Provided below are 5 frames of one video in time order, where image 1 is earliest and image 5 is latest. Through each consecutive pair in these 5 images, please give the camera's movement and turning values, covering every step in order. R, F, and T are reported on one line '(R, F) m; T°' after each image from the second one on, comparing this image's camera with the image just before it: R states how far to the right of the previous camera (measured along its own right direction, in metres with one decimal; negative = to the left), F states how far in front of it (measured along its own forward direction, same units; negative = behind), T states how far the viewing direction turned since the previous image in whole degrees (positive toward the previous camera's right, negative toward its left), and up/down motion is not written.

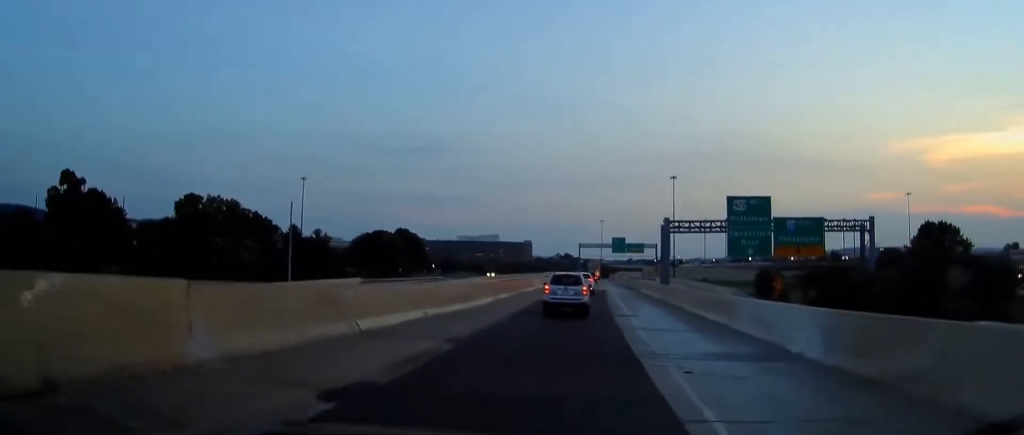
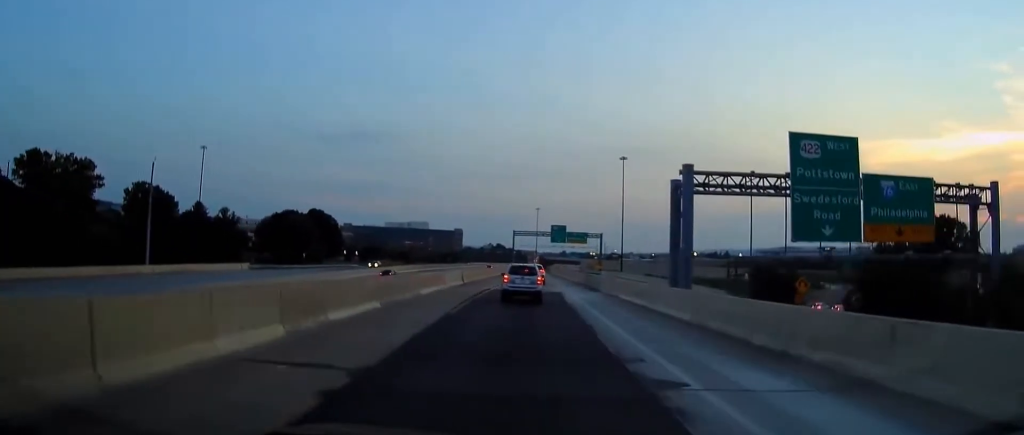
(+1.9, +22.3) m; +9°
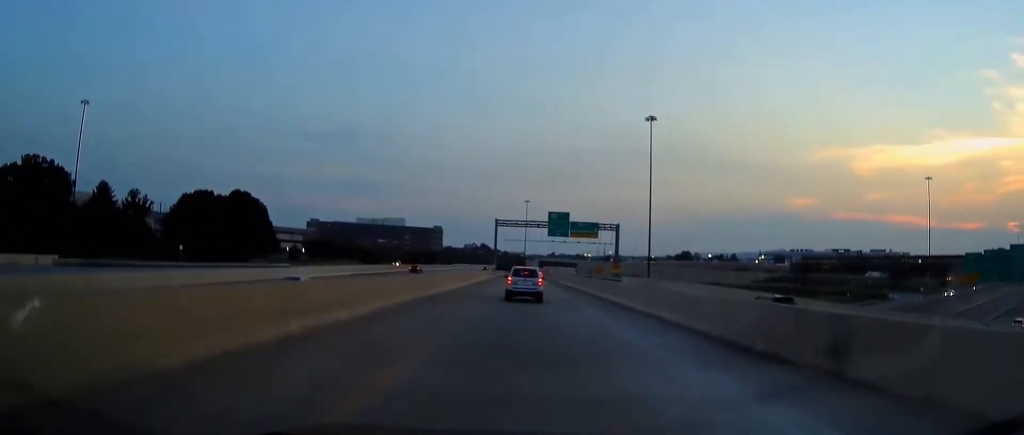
(+3.0, +44.6) m; +8°
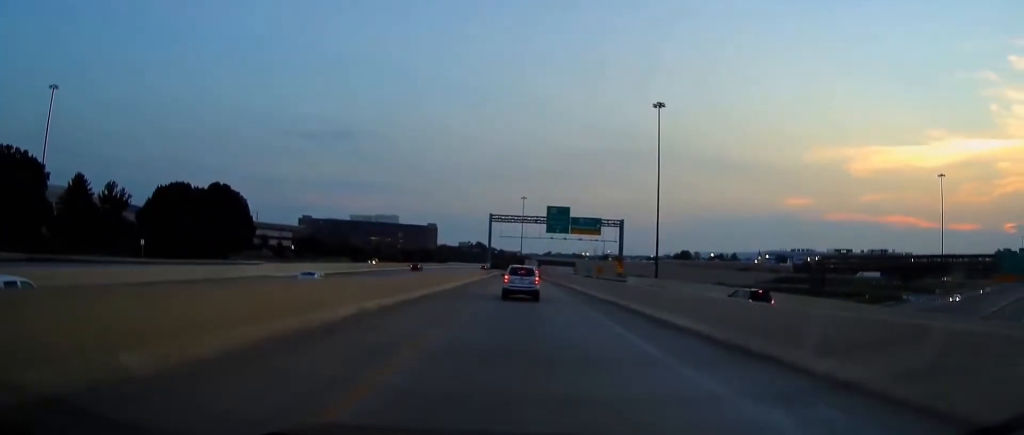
(+0.3, +9.1) m; +1°
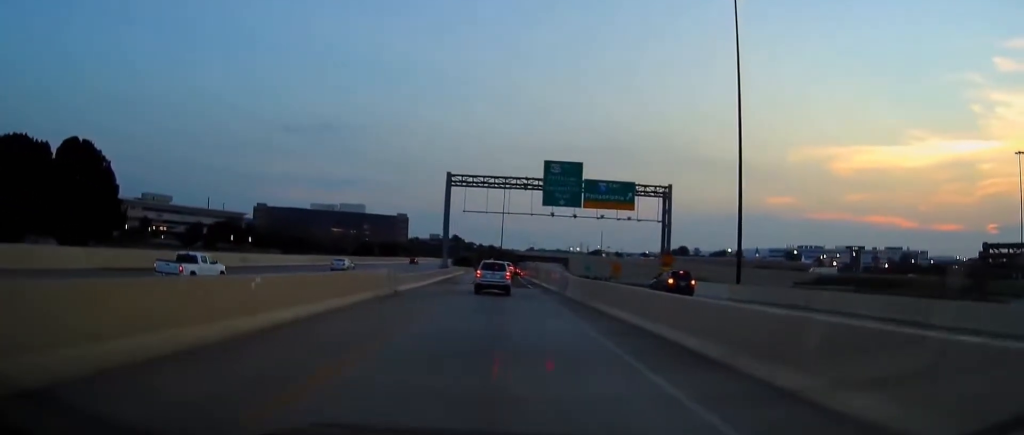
(+0.1, +44.4) m; -1°
